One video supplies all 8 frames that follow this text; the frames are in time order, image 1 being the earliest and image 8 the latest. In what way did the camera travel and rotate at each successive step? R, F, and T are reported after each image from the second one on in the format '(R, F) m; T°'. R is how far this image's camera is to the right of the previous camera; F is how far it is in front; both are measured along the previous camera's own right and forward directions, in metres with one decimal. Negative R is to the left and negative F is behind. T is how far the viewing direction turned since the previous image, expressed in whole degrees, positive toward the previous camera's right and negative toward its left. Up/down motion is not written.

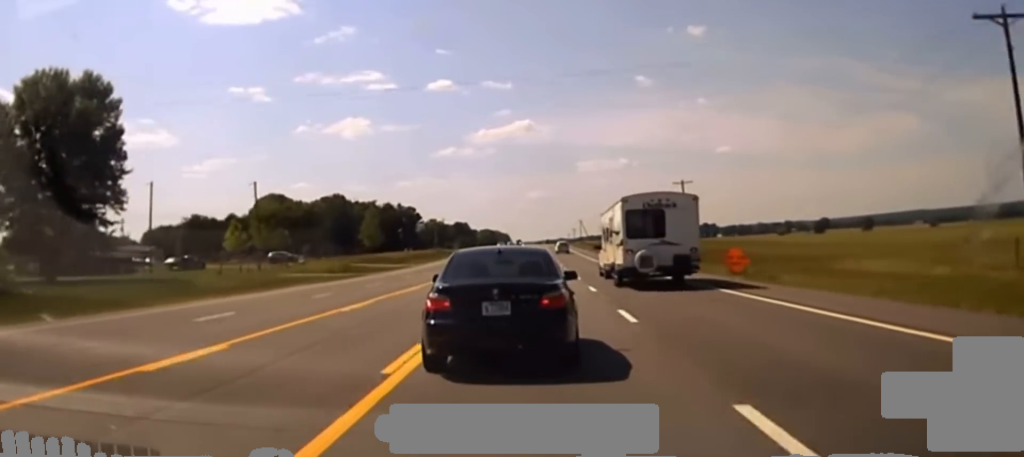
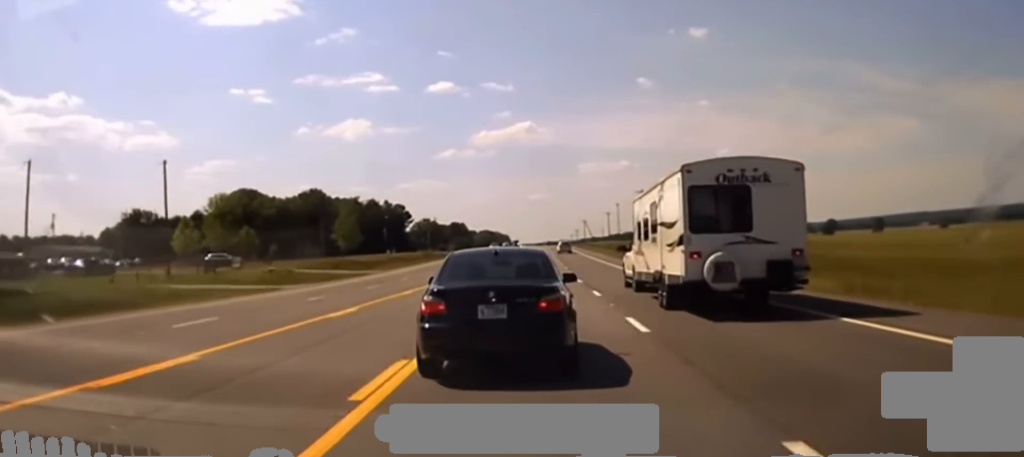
(0.0, +27.5) m; -1°
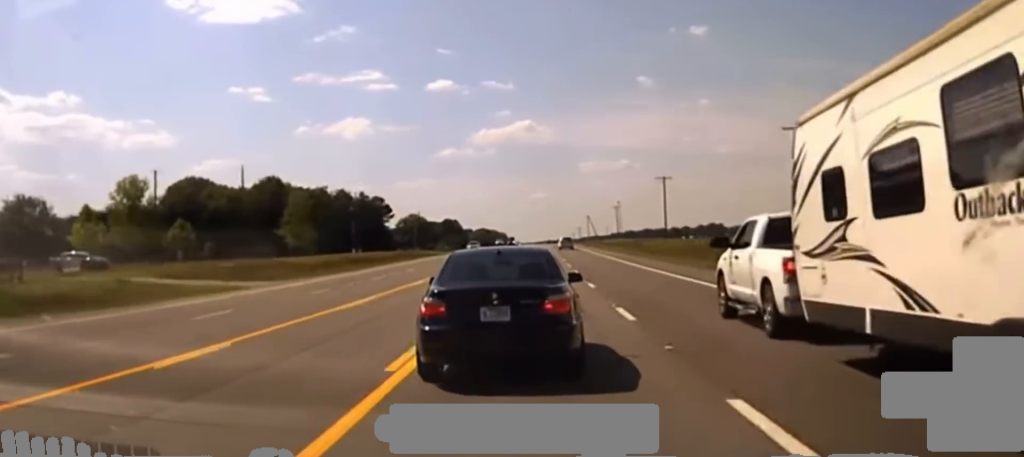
(-0.4, +34.7) m; 0°
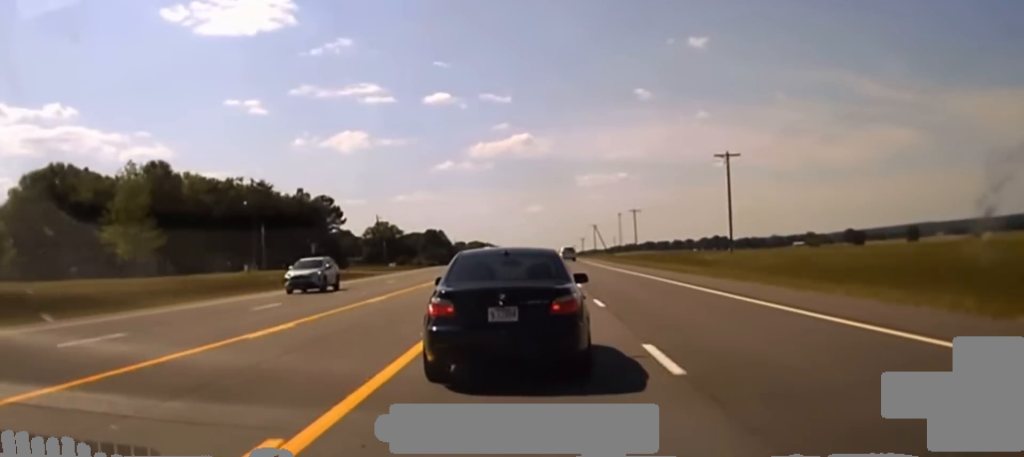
(+0.6, +51.4) m; +1°
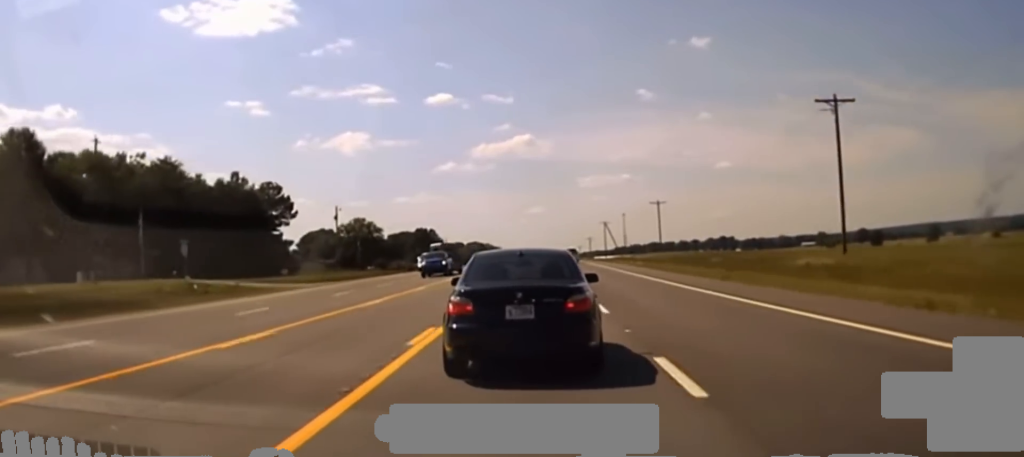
(0.0, +33.6) m; 0°
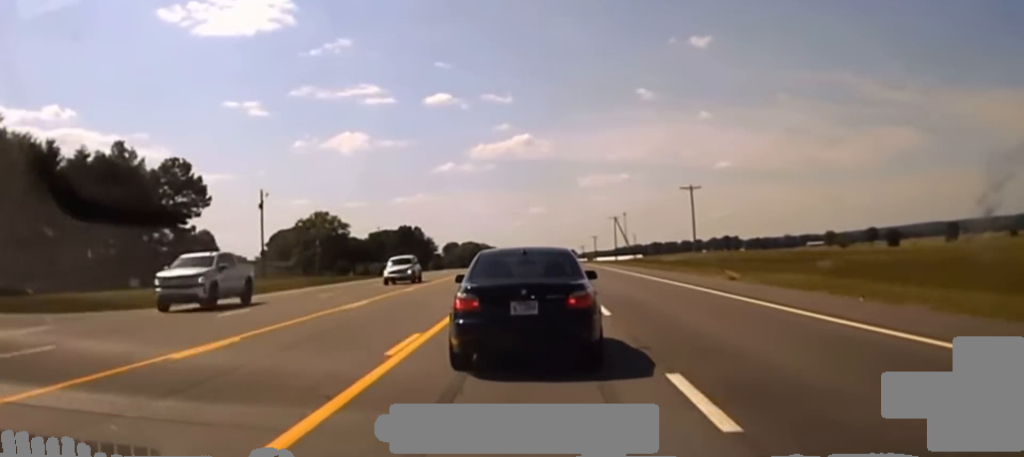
(-0.2, +38.8) m; -1°
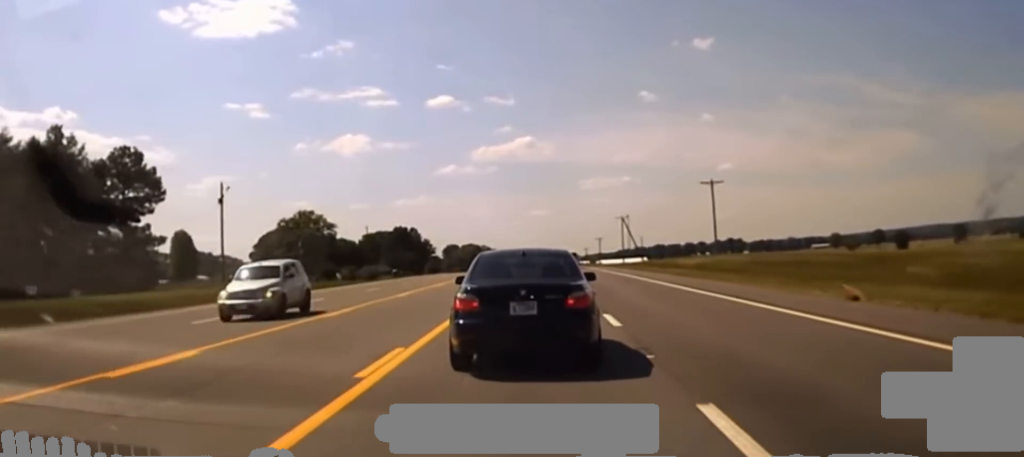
(-0.1, +16.2) m; 0°
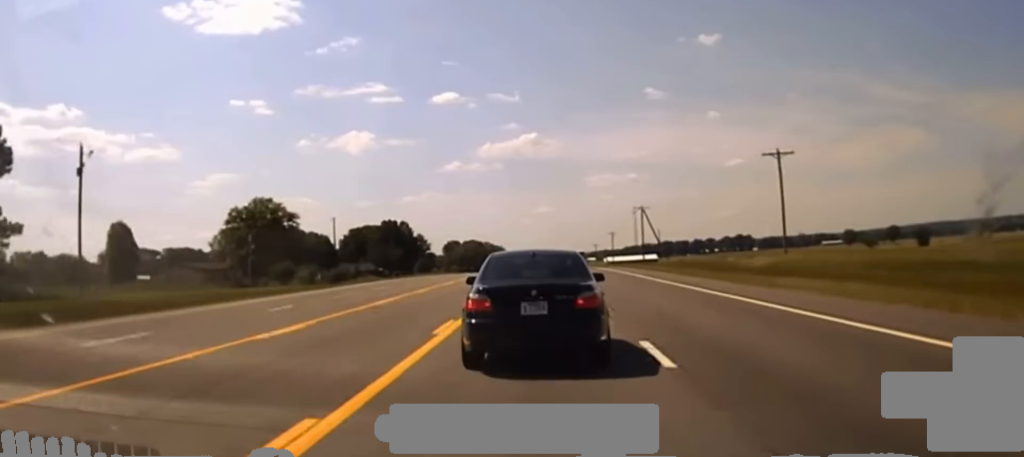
(0.0, +33.7) m; 0°
